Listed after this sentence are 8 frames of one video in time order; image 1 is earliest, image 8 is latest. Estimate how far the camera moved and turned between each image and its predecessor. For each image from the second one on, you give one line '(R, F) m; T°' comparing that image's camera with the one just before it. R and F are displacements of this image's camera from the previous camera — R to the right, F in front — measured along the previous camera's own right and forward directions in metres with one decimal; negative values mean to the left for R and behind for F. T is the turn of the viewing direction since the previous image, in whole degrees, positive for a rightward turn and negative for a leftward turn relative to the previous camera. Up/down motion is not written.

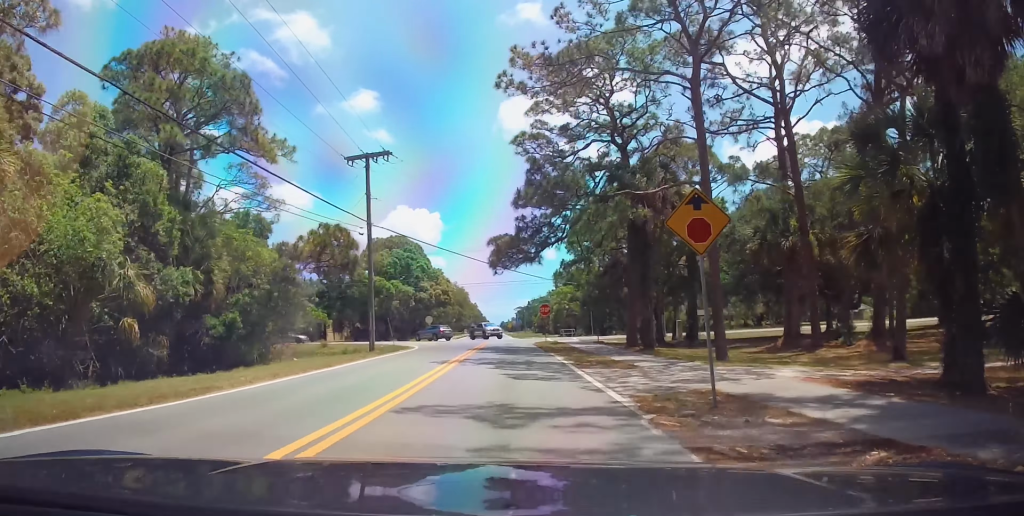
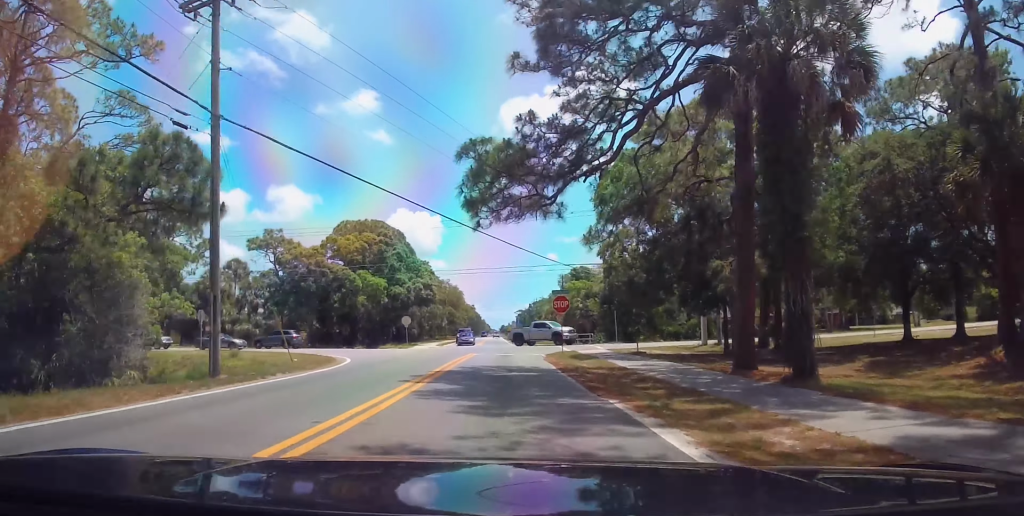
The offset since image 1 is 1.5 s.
(-0.2, +18.0) m; -3°
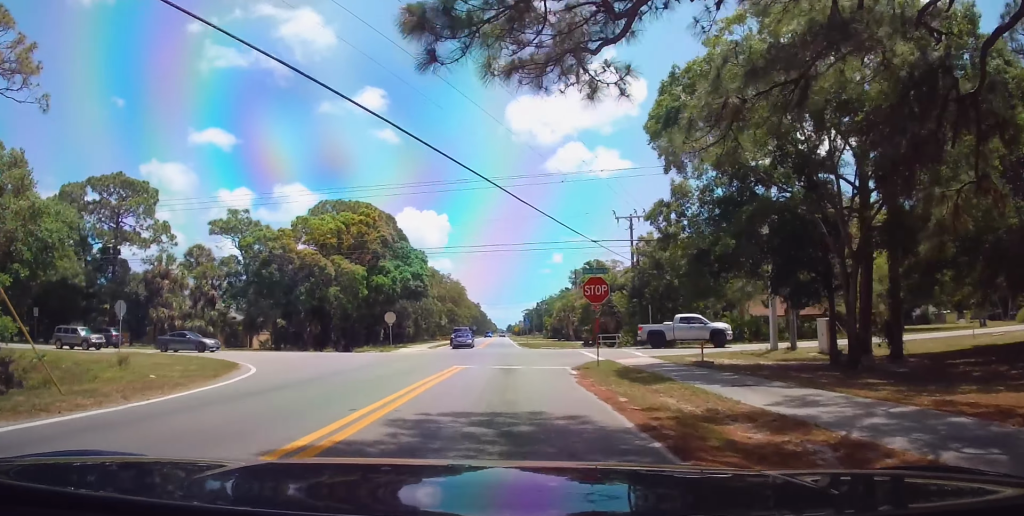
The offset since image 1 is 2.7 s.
(-0.3, +12.1) m; +1°
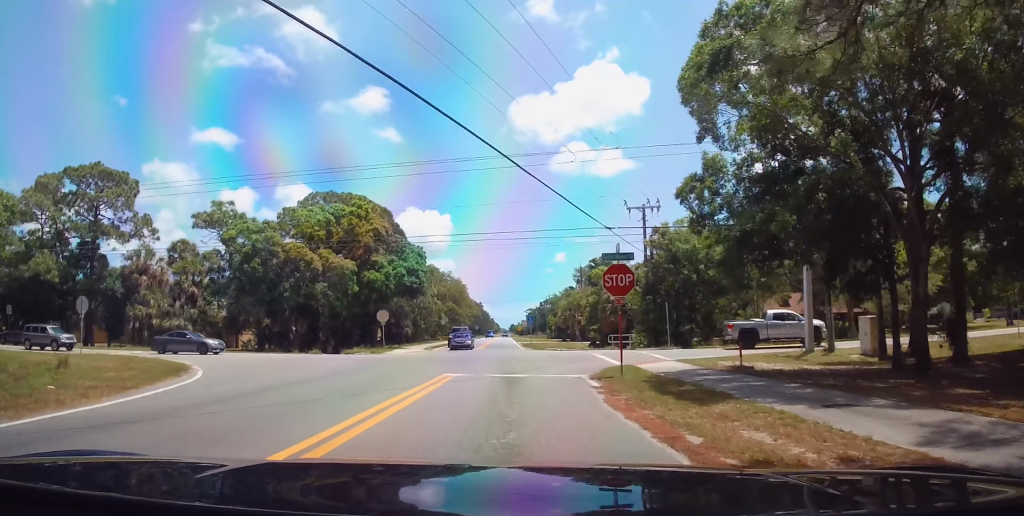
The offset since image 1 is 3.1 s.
(+0.2, +4.4) m; +1°
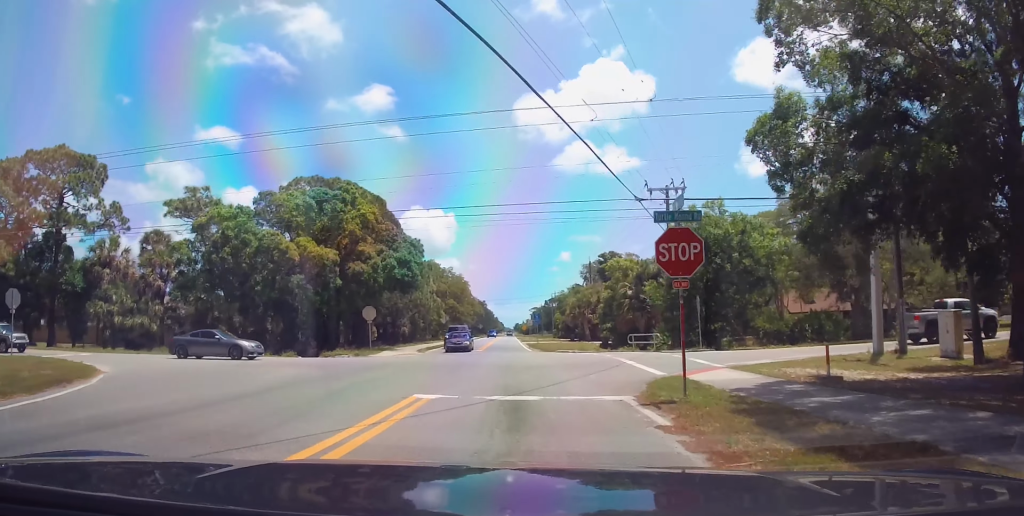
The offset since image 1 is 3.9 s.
(+0.1, +6.2) m; -2°
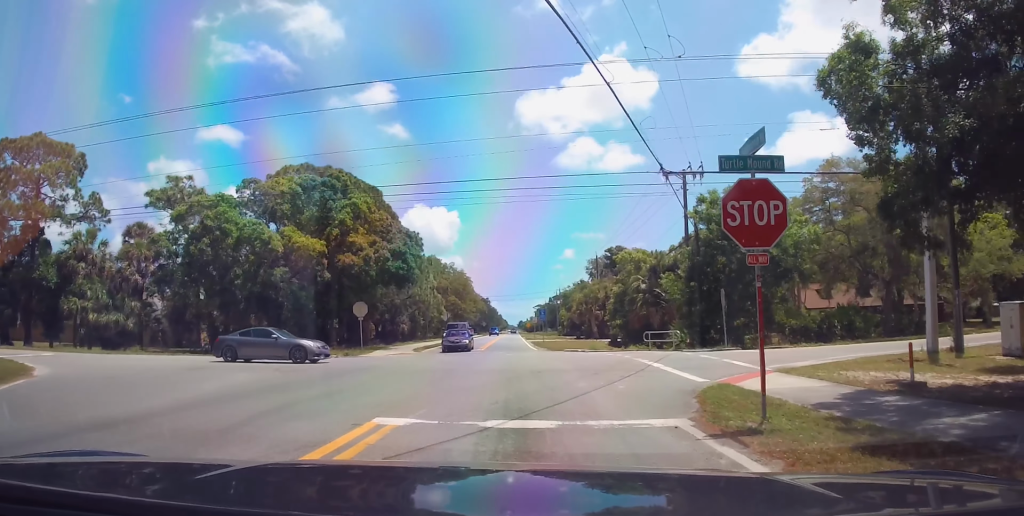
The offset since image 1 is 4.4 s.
(+0.1, +3.8) m; -2°
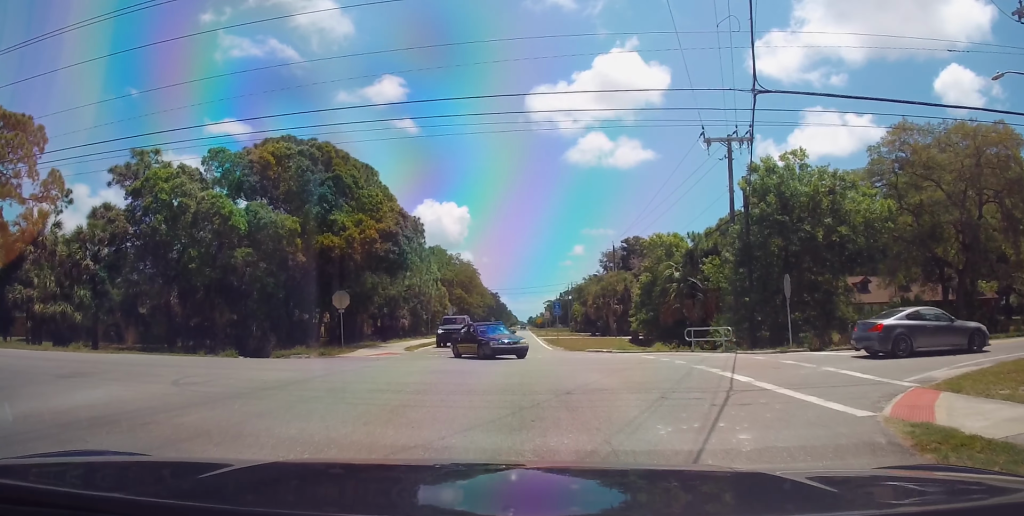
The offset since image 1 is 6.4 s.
(-0.4, +8.4) m; +2°
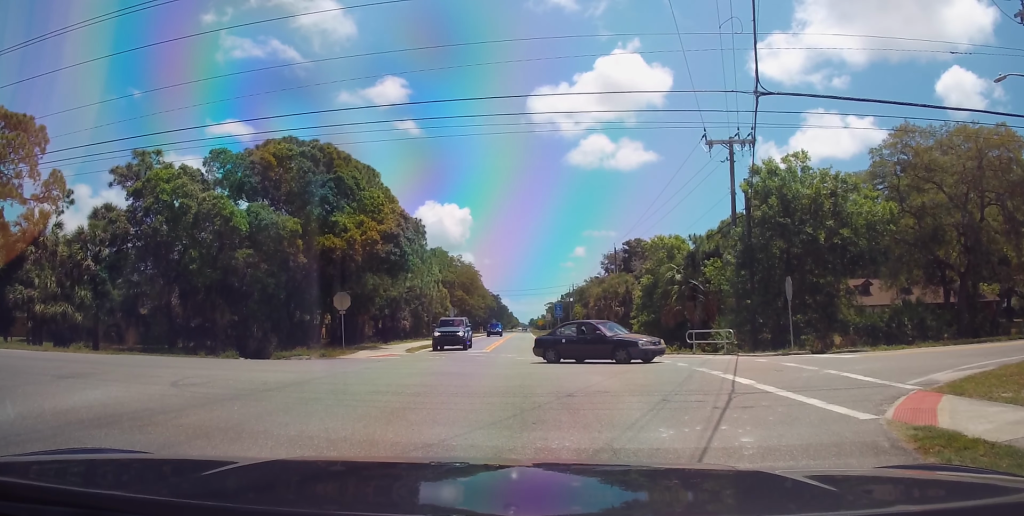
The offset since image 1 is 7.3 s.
(0.0, +1.5) m; 0°
